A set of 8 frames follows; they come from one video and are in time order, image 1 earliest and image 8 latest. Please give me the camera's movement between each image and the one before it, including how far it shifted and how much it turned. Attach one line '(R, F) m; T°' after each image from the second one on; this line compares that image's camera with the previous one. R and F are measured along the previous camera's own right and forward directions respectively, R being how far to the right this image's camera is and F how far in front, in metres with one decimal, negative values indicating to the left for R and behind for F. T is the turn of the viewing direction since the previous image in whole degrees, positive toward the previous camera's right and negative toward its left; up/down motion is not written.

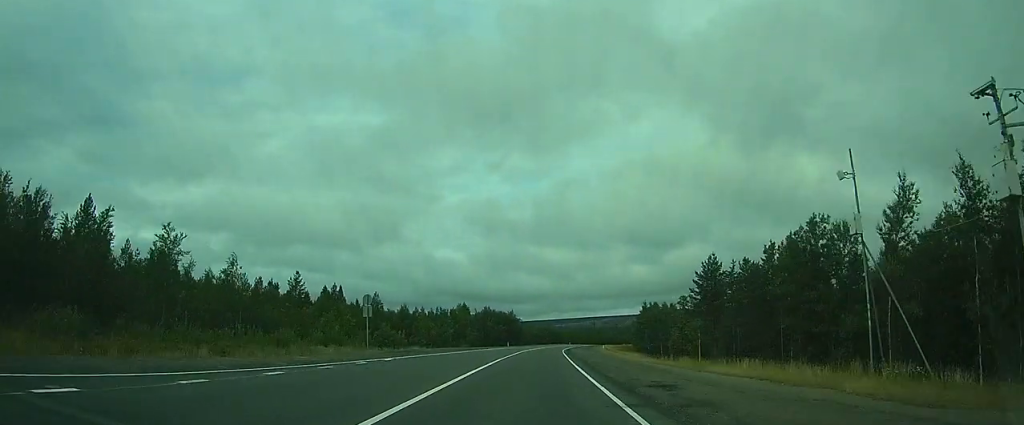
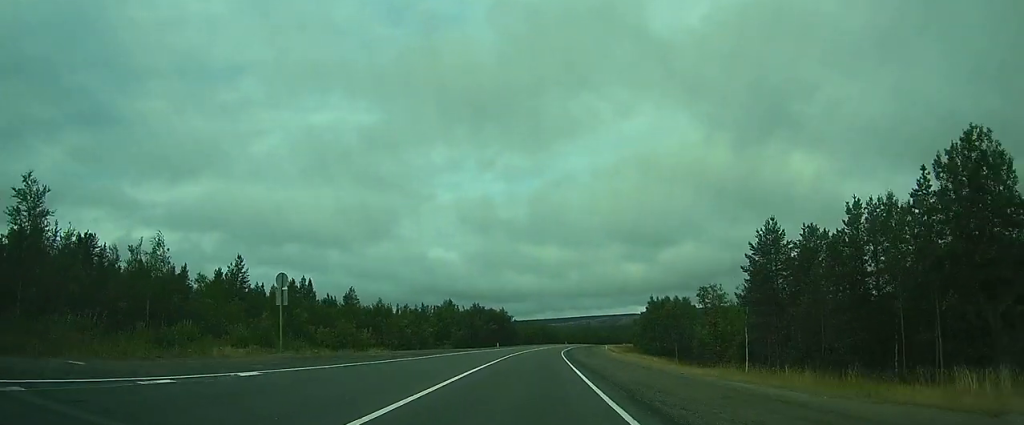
(0.0, +12.6) m; +2°
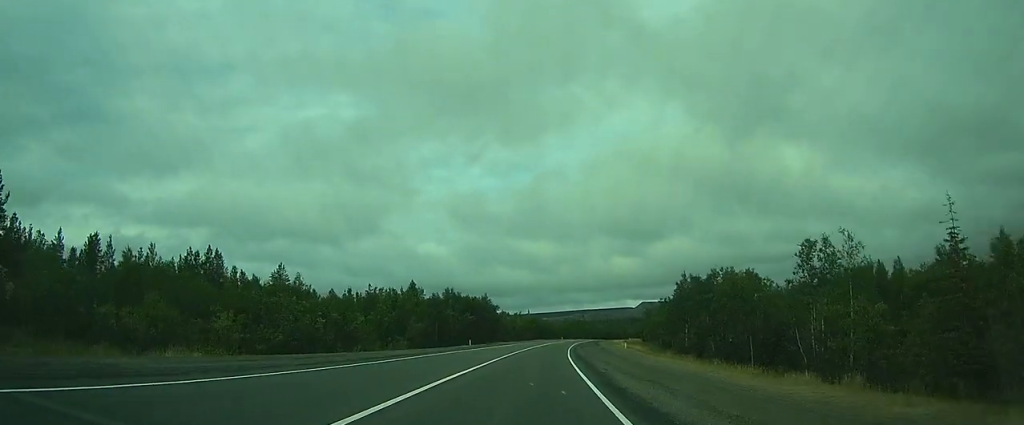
(+1.4, +27.9) m; +6°
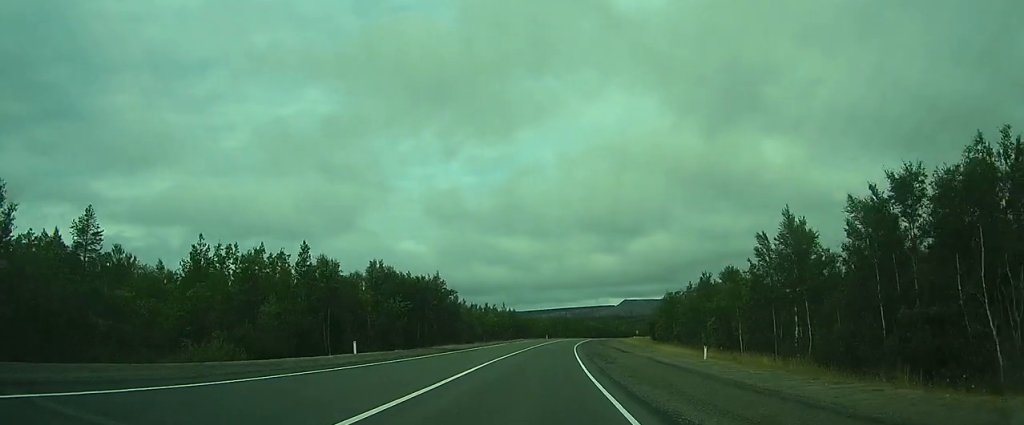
(+1.1, +35.9) m; +2°
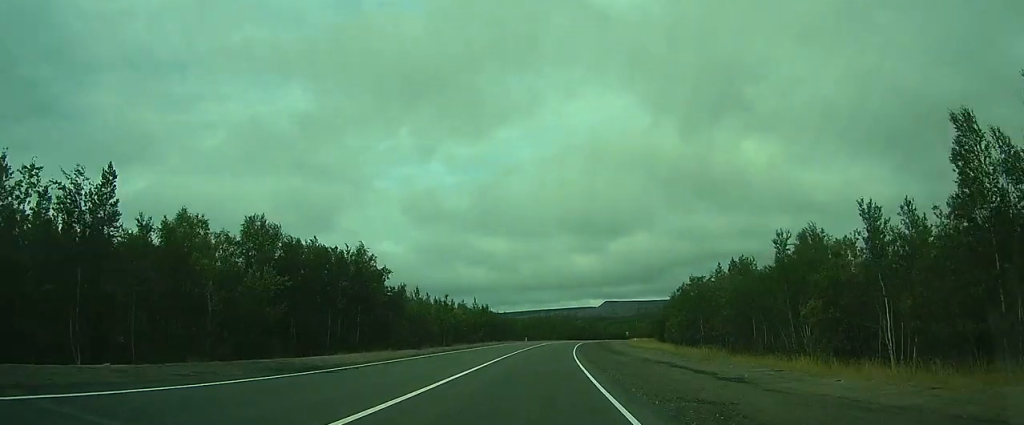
(+0.1, +25.4) m; 0°
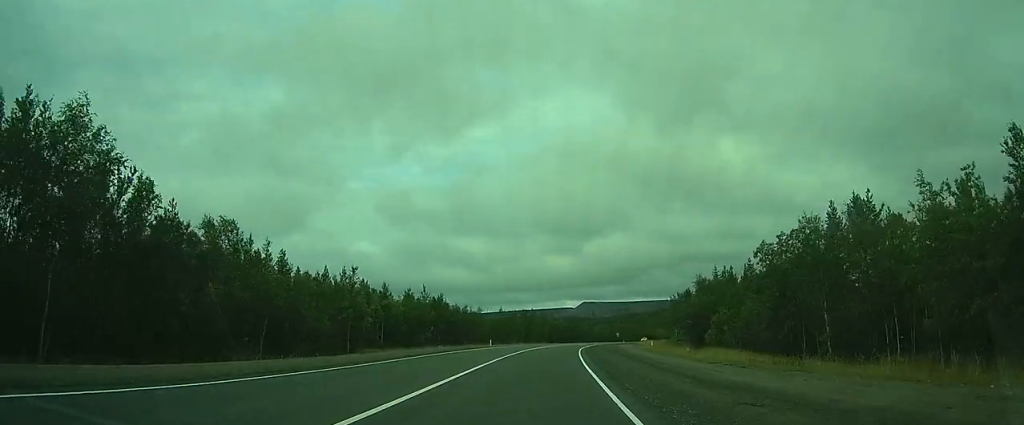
(0.0, +34.3) m; +2°
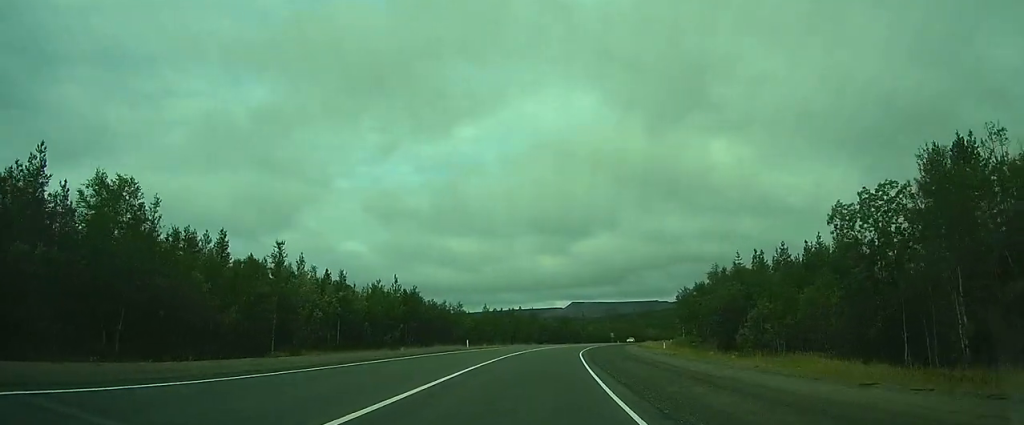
(+0.5, +13.1) m; +2°
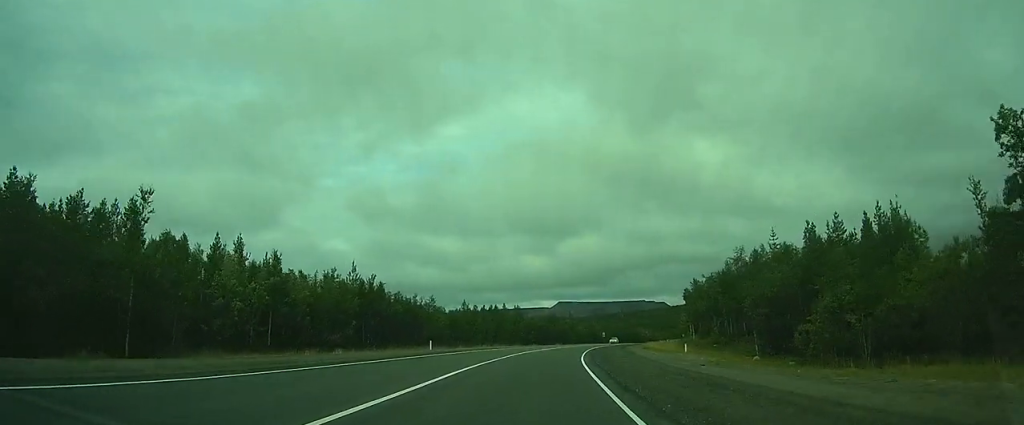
(+0.3, +13.8) m; +1°
